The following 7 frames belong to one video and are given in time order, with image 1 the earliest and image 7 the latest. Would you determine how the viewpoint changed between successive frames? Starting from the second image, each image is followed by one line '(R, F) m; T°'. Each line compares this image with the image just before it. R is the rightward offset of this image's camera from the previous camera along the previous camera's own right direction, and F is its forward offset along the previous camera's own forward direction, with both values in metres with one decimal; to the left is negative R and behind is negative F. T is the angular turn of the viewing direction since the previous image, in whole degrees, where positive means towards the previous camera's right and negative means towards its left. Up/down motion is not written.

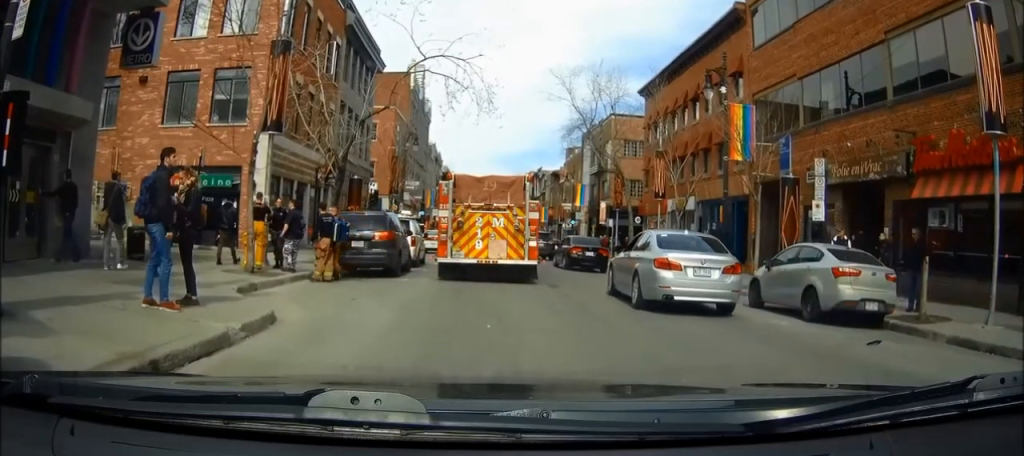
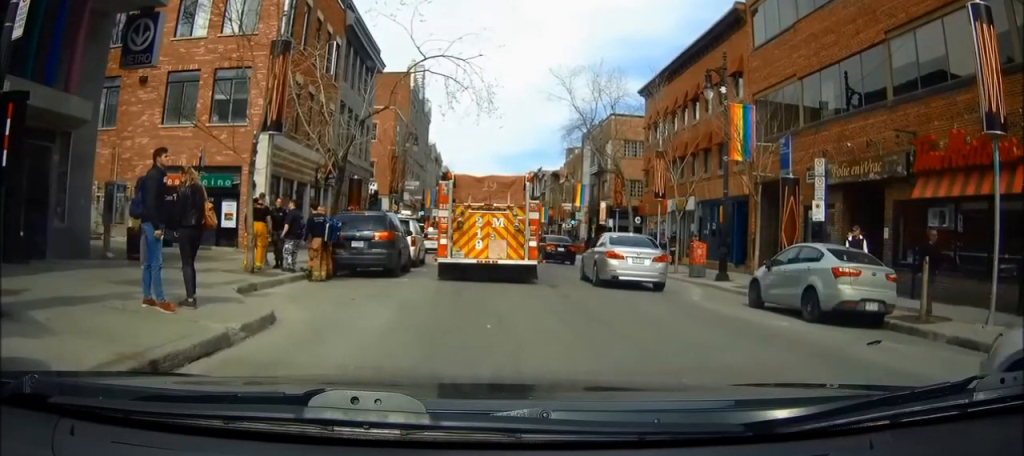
(+0.2, -0.1) m; 0°
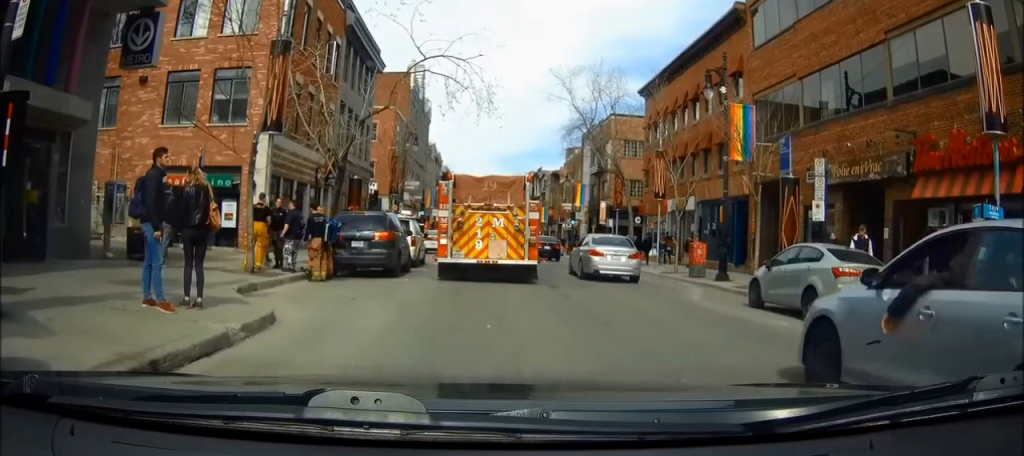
(0.0, -0.1) m; 0°
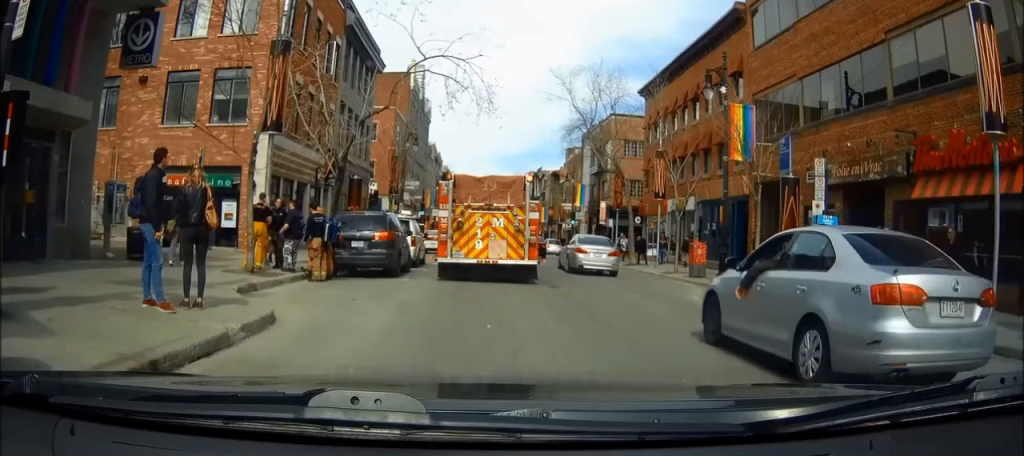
(0.0, 0.0) m; 0°
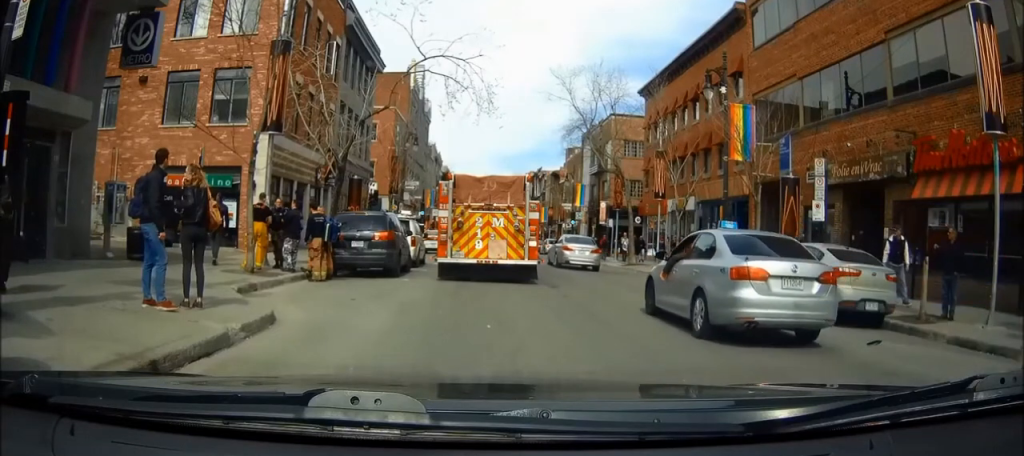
(0.0, 0.0) m; 0°
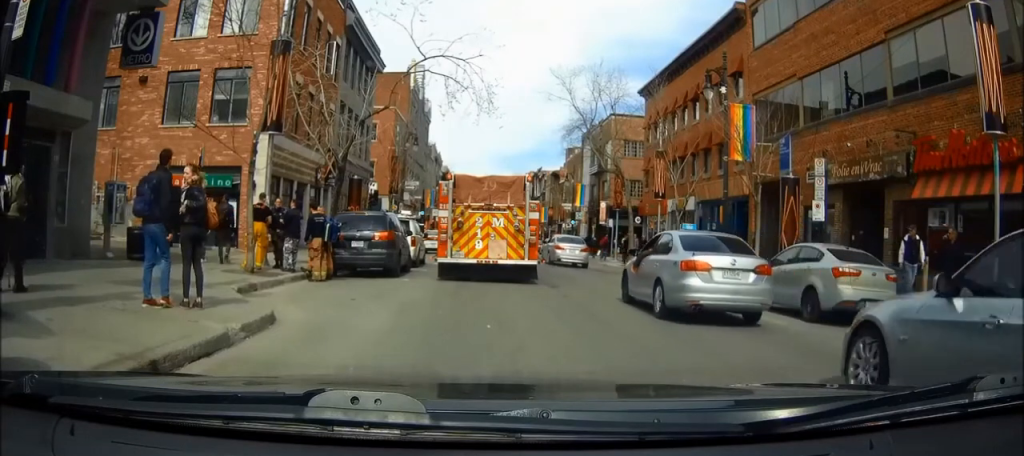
(0.0, 0.0) m; 0°
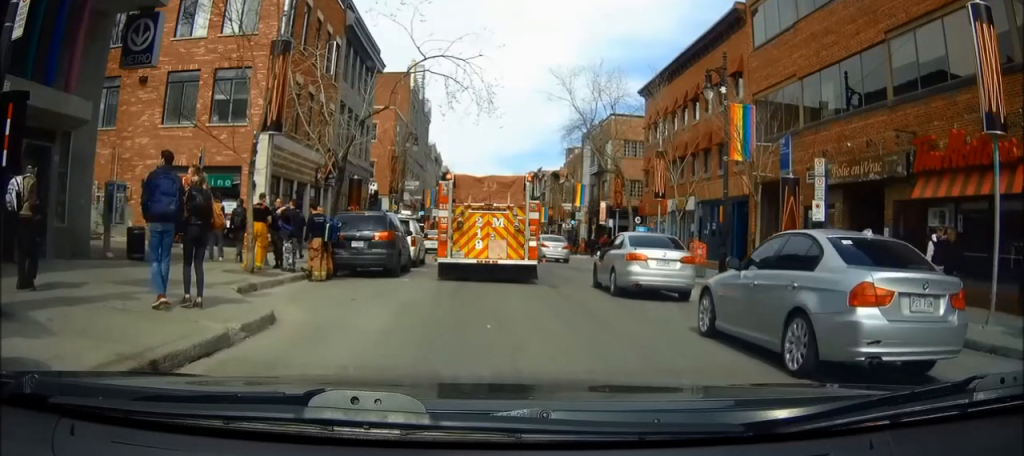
(0.0, 0.0) m; 0°
